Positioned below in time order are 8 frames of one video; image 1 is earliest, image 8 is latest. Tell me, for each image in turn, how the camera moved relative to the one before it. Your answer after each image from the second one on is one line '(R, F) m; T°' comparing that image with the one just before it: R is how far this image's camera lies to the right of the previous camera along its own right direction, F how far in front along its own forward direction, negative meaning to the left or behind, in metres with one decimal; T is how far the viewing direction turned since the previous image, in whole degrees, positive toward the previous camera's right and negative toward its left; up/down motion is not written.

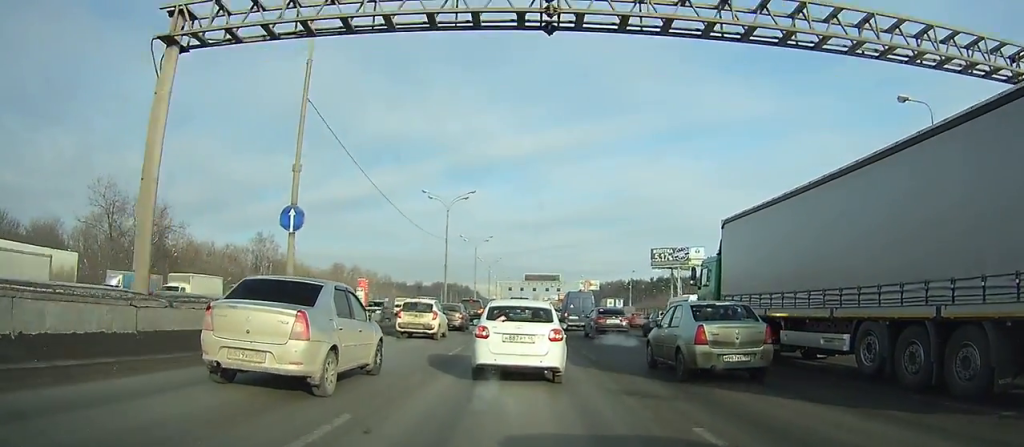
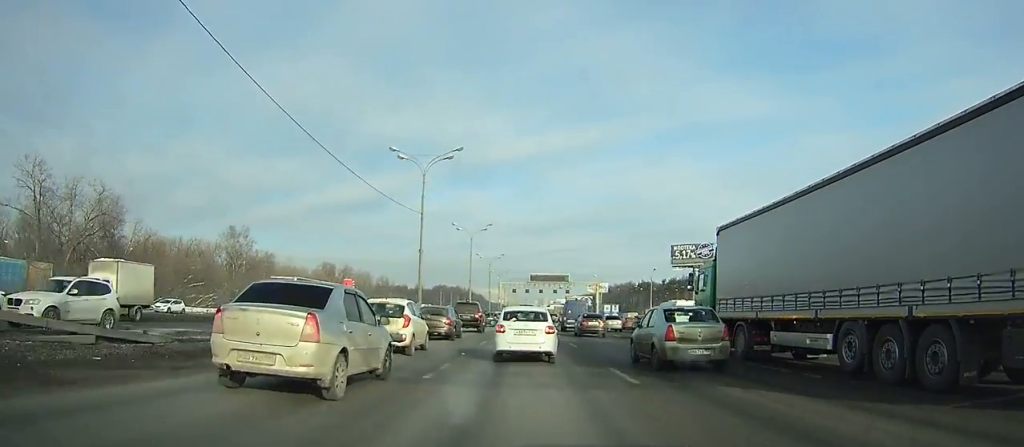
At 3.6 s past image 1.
(-0.1, +20.6) m; -1°
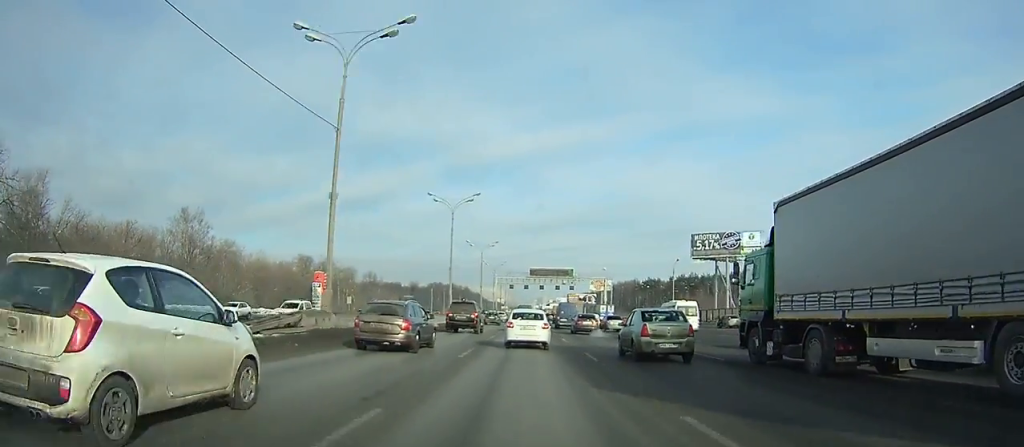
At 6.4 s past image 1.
(-0.1, +19.8) m; 0°
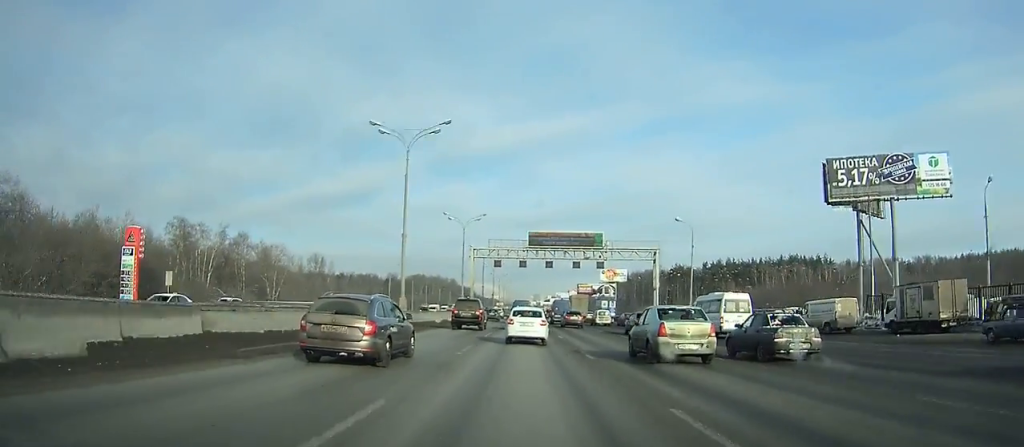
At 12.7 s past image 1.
(+0.1, +55.2) m; 0°
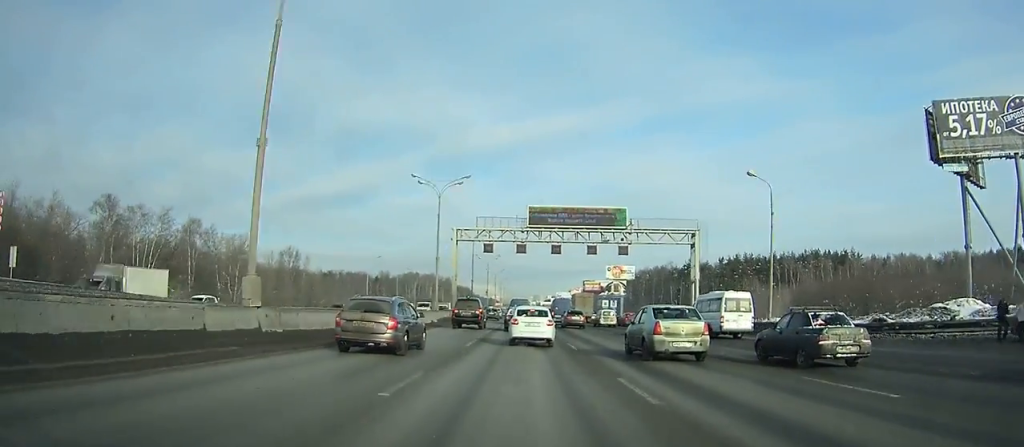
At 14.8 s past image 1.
(0.0, +19.4) m; 0°
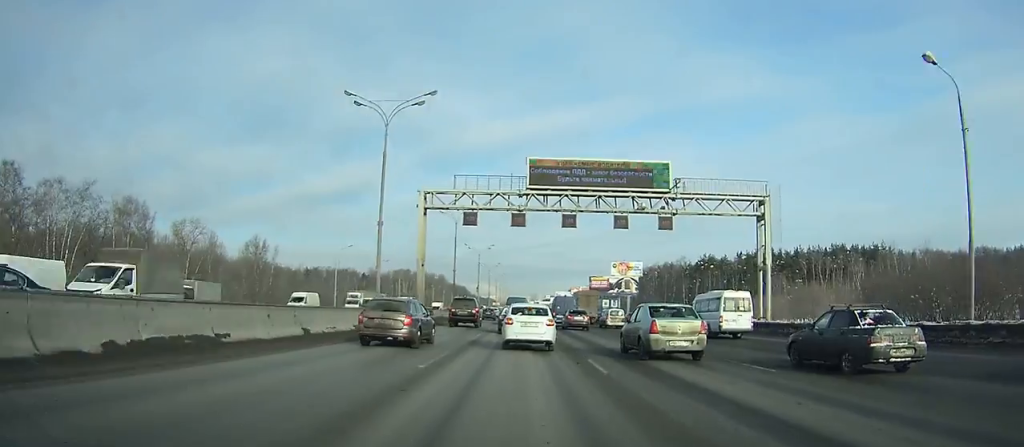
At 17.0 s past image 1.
(0.0, +19.7) m; 0°
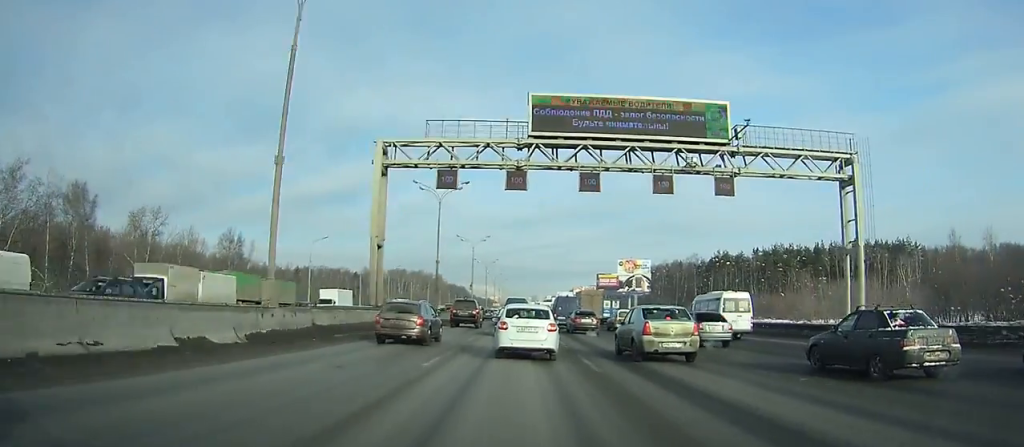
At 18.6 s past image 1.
(+0.1, +13.6) m; 0°
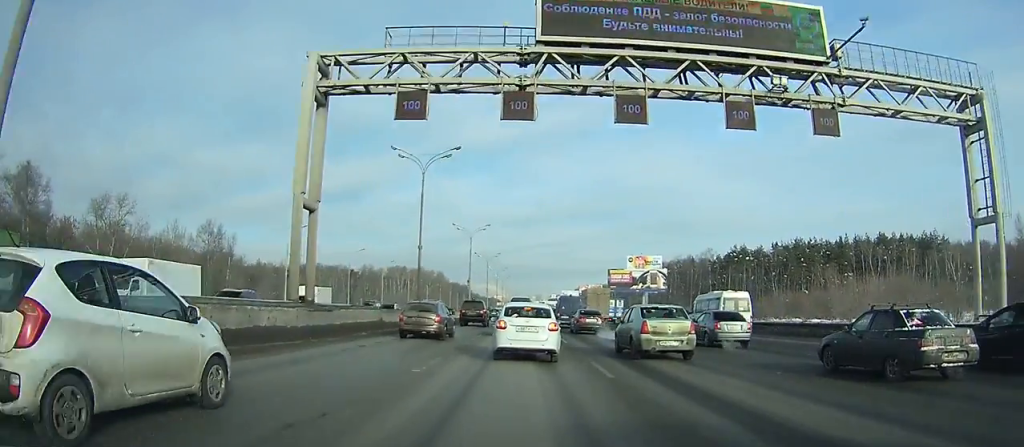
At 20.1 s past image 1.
(0.0, +12.2) m; 0°
